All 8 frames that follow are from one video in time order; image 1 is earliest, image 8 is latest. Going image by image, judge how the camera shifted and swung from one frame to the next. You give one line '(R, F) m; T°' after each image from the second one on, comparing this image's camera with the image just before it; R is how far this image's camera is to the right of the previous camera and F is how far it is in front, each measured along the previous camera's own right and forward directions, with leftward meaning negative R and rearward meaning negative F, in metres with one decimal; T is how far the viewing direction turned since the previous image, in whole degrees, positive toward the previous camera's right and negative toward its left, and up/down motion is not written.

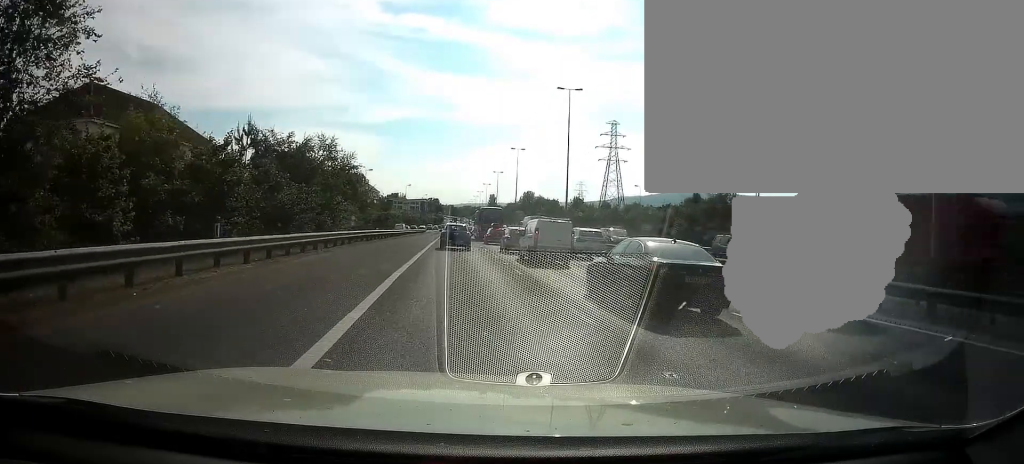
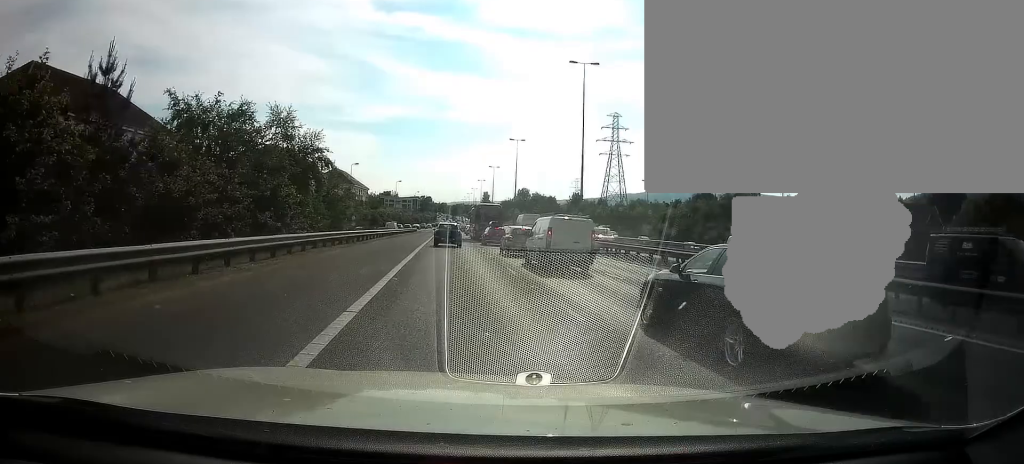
(0.0, +8.6) m; +1°
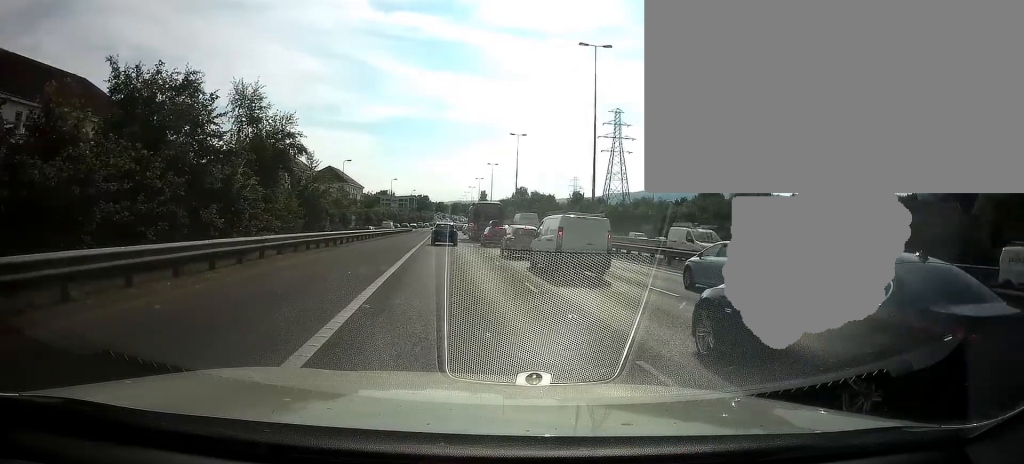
(0.0, +4.6) m; +1°
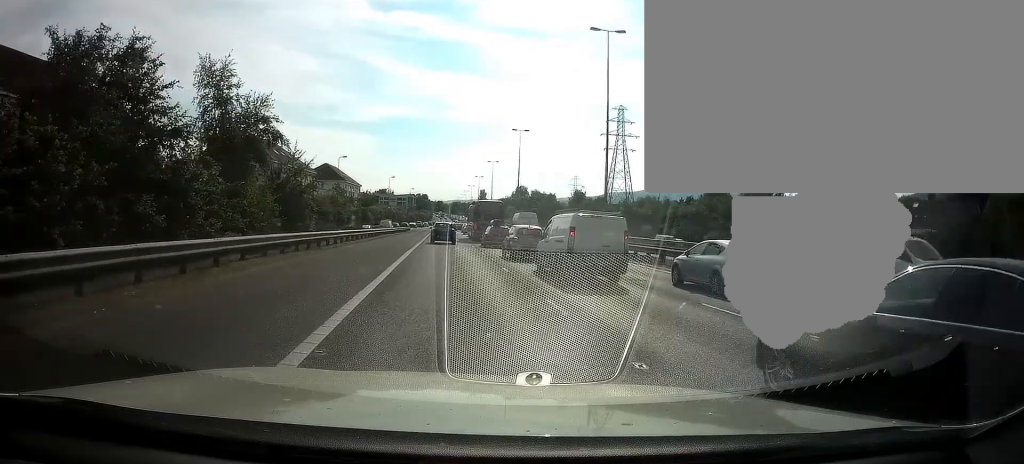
(+0.2, +3.4) m; 0°
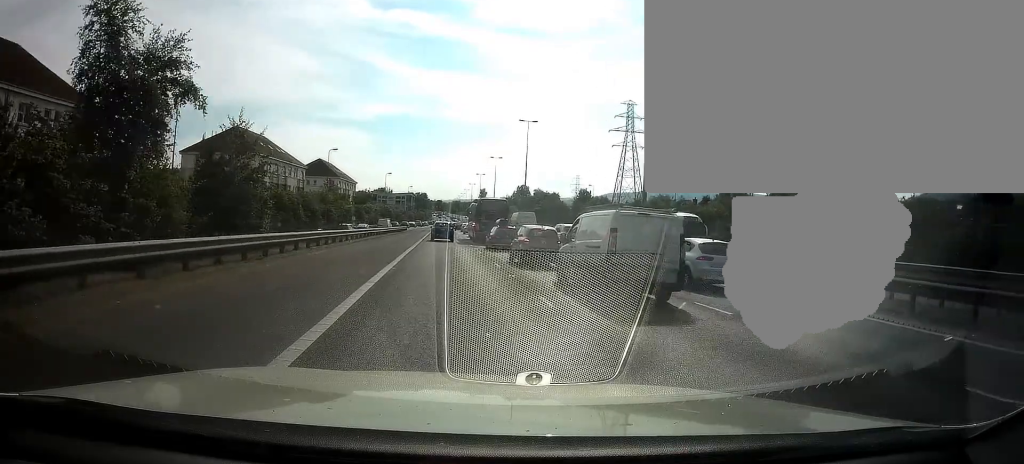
(-0.3, +7.6) m; -3°
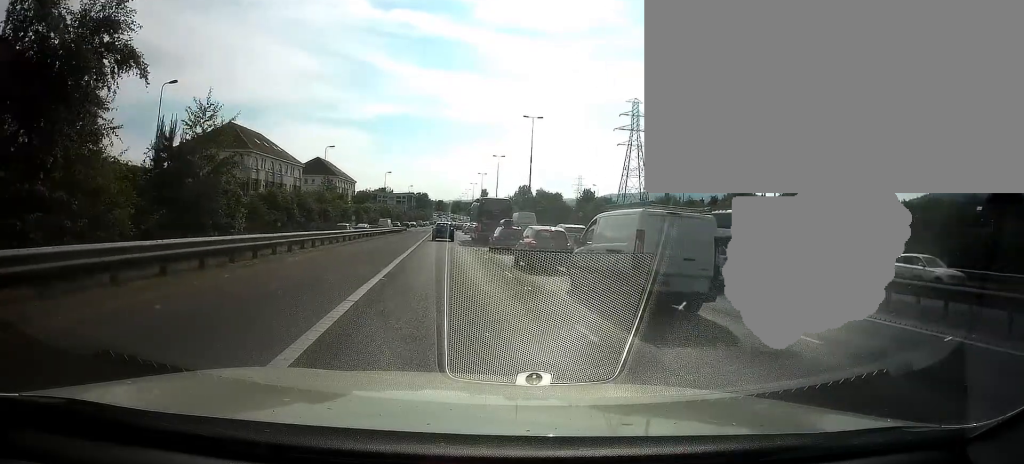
(0.0, +3.1) m; 0°
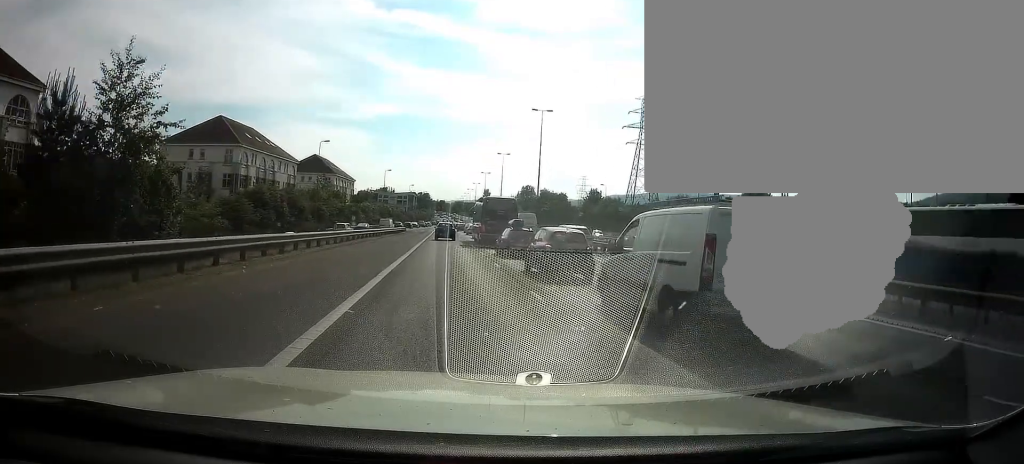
(0.0, +5.2) m; +1°
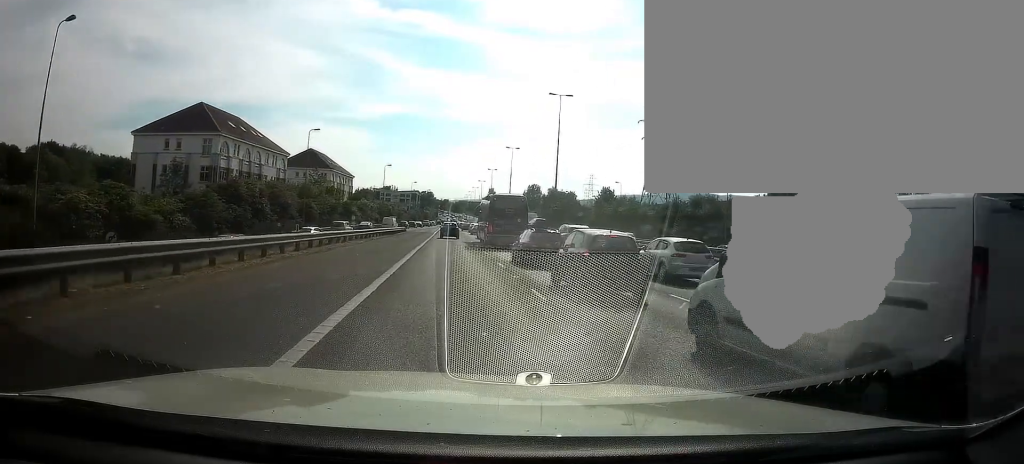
(+0.1, +8.5) m; 0°
